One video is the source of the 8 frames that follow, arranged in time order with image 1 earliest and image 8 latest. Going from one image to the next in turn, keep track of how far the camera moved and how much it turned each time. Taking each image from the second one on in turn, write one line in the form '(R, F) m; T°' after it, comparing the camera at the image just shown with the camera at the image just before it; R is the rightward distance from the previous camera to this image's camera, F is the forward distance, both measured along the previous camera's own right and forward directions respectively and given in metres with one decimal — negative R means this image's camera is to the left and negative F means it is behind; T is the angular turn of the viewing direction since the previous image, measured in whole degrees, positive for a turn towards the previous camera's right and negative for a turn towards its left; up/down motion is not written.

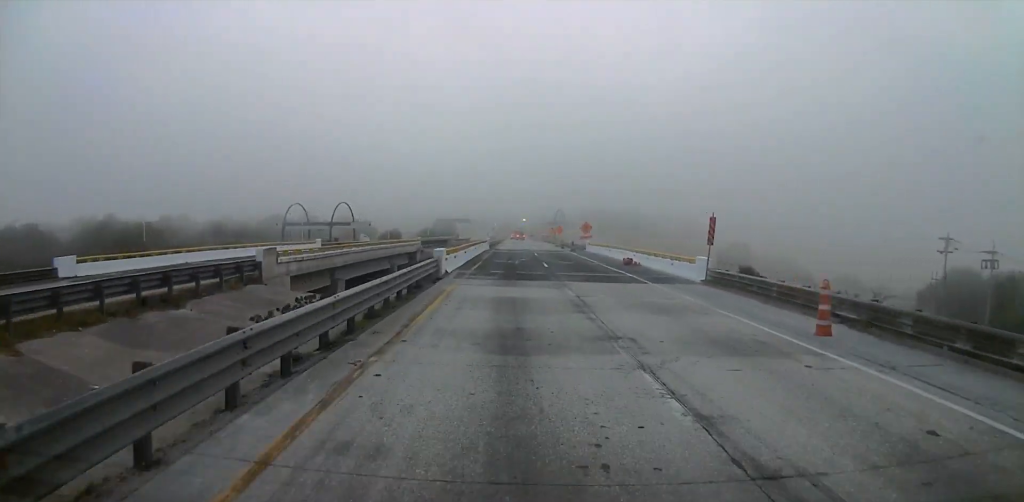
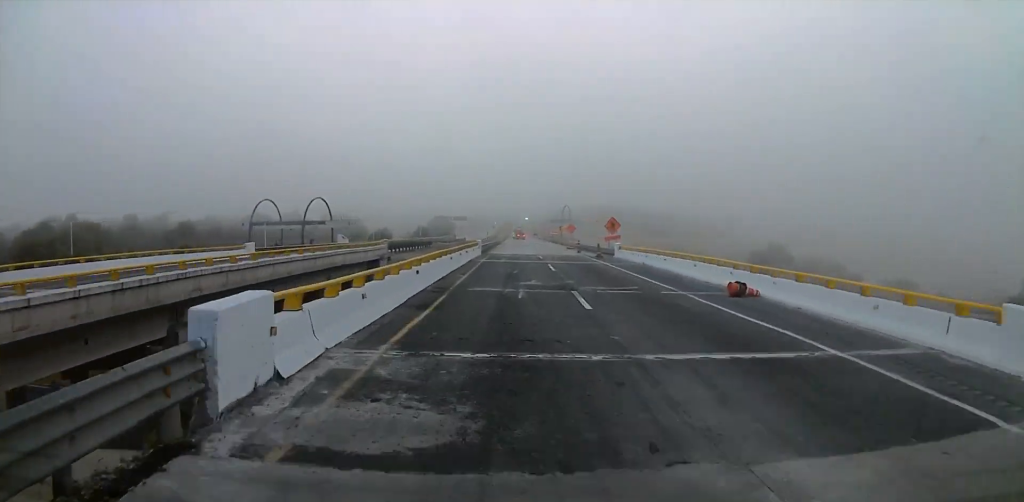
(-0.2, +23.5) m; -1°
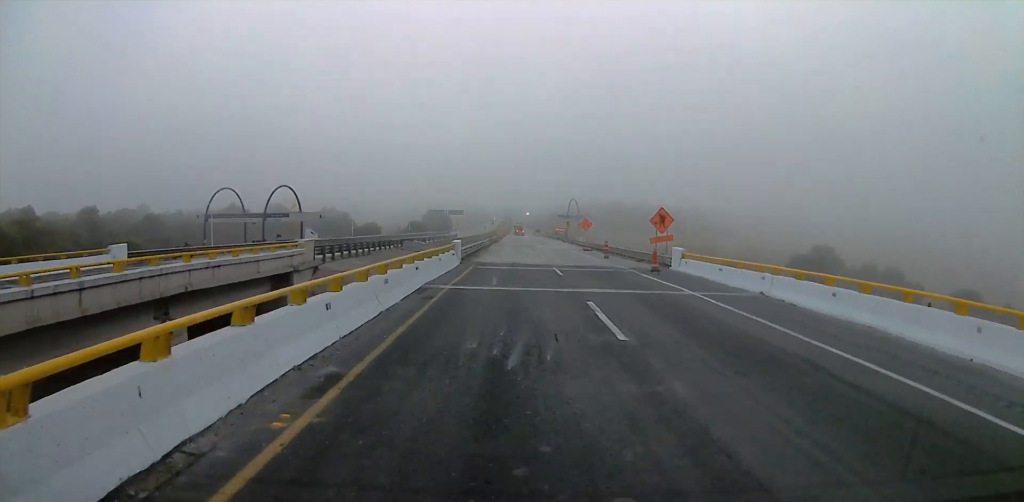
(-0.3, +23.6) m; 0°
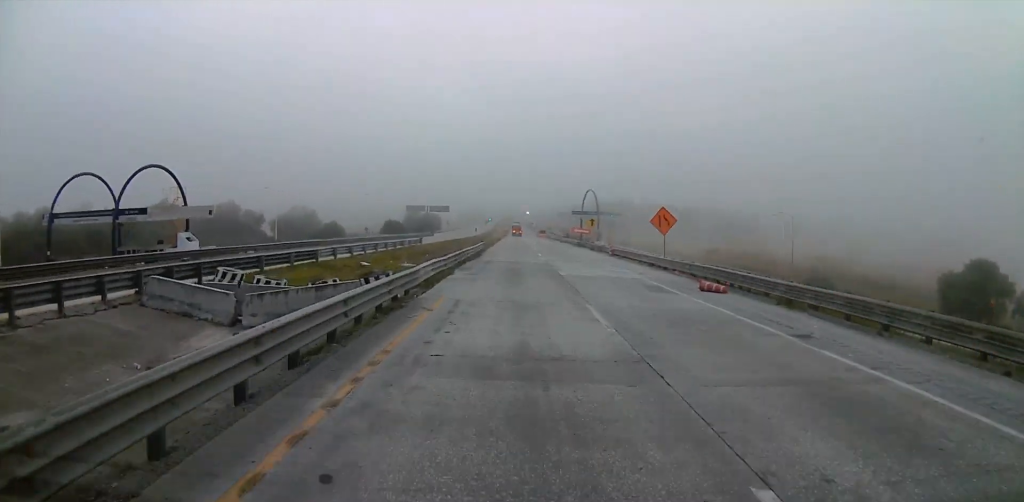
(+0.8, +42.9) m; +2°
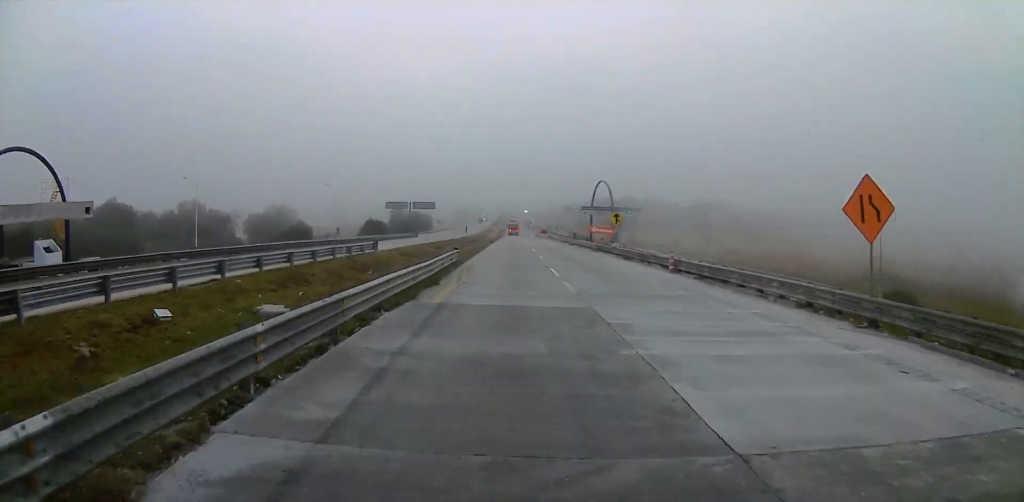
(+0.2, +23.1) m; +1°
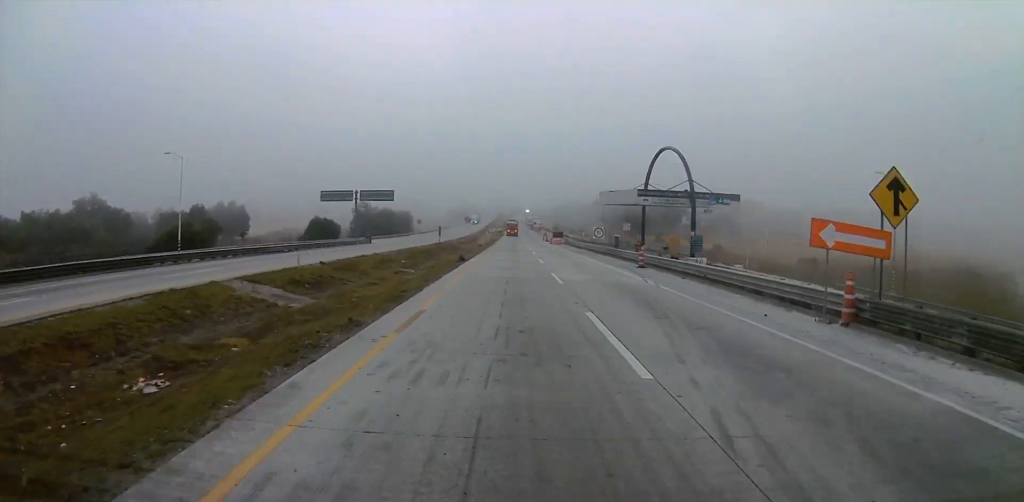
(+0.2, +48.4) m; 0°
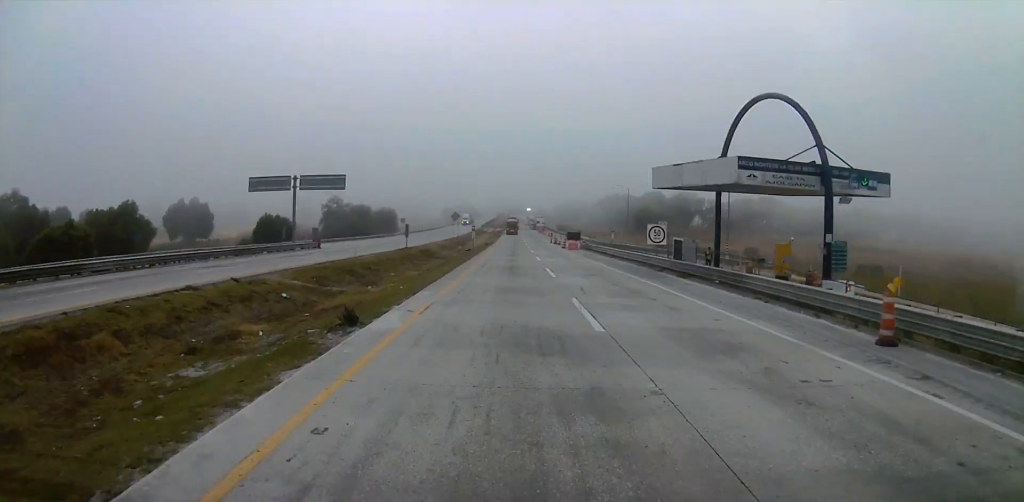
(-0.4, +26.3) m; -2°
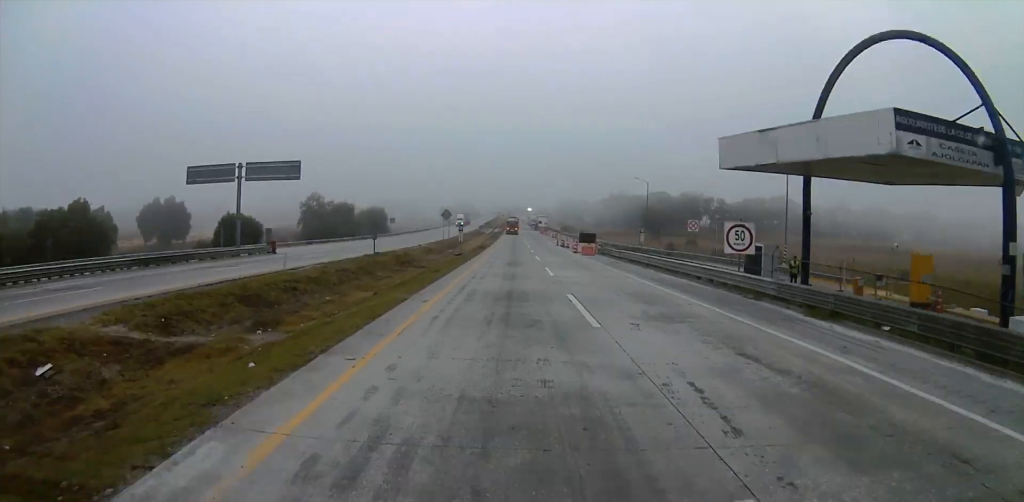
(-0.2, +15.7) m; 0°
